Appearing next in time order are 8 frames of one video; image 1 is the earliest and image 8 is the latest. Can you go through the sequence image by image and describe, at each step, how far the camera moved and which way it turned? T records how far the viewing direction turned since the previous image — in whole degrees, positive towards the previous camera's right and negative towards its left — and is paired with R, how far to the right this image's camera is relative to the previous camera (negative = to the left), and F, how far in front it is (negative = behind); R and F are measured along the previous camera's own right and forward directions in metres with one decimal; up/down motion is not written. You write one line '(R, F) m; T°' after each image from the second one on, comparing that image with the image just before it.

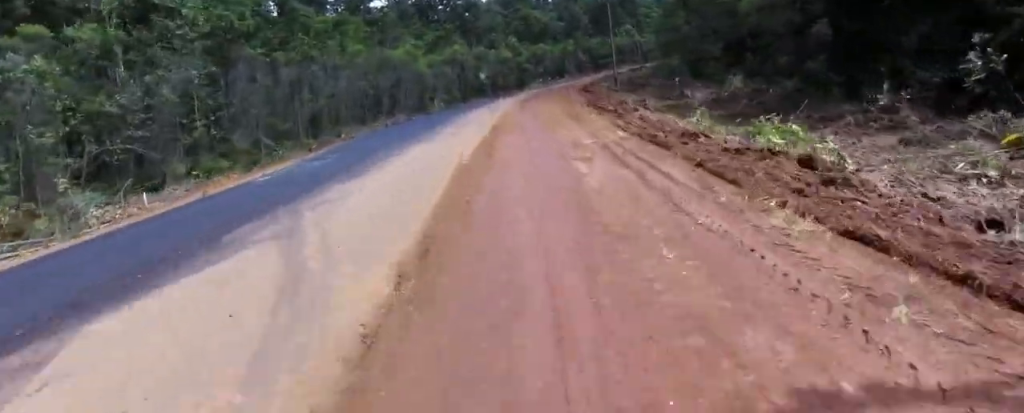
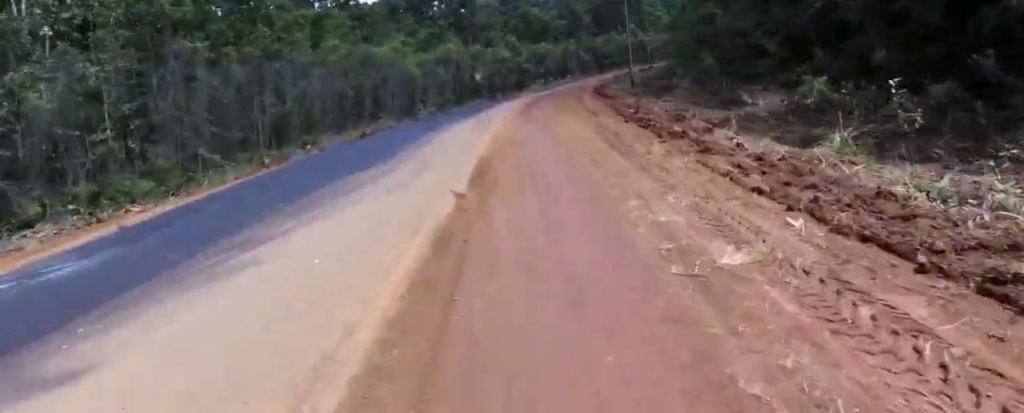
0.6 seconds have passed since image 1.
(+0.2, +6.9) m; -2°
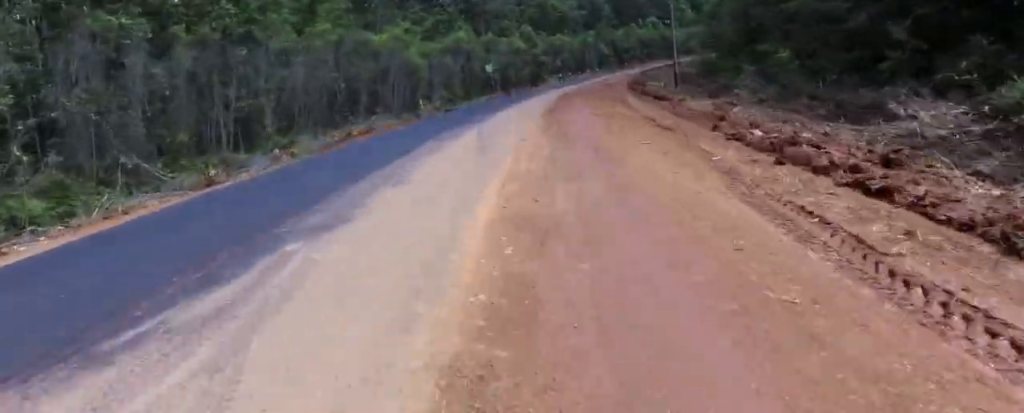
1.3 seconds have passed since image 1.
(+0.5, +7.2) m; -5°
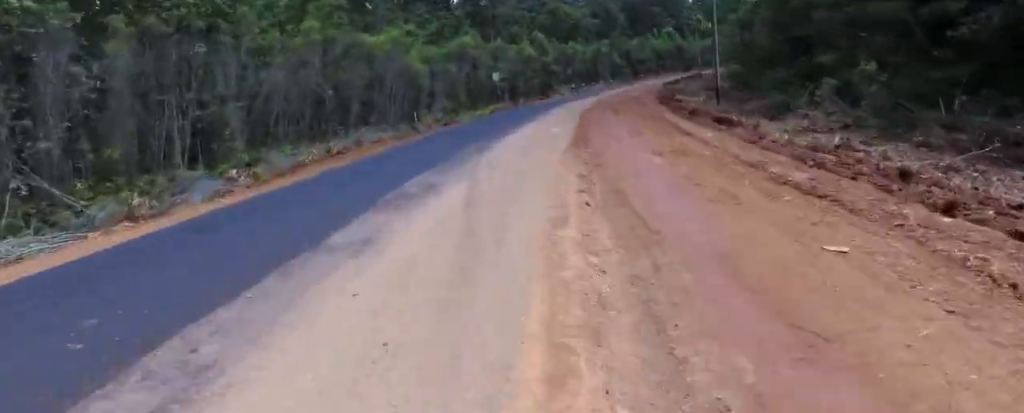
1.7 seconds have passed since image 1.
(-0.9, +5.4) m; -3°
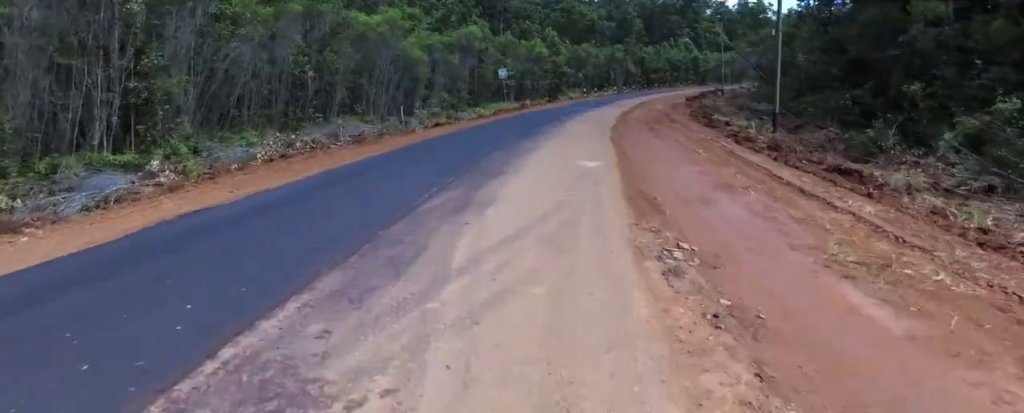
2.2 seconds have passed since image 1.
(-0.6, +5.9) m; -3°
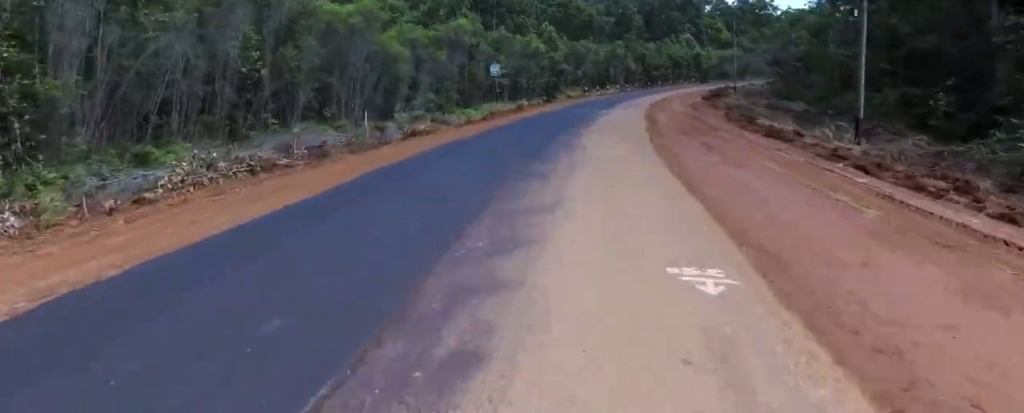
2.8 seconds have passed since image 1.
(+0.3, +6.4) m; +4°
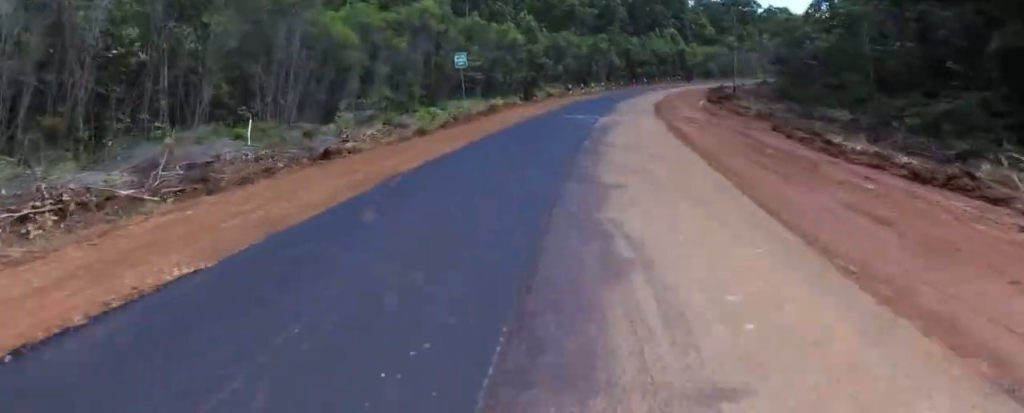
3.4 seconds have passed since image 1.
(+0.2, +7.6) m; +5°
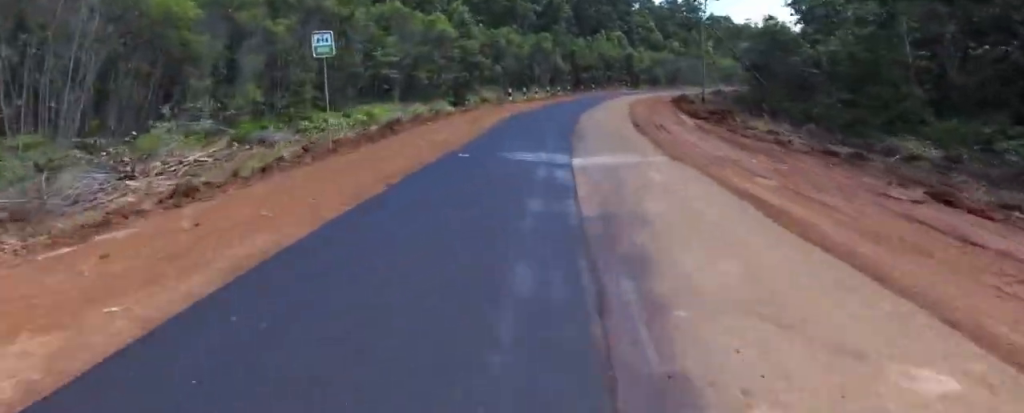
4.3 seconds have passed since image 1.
(+0.6, +10.4) m; +6°
